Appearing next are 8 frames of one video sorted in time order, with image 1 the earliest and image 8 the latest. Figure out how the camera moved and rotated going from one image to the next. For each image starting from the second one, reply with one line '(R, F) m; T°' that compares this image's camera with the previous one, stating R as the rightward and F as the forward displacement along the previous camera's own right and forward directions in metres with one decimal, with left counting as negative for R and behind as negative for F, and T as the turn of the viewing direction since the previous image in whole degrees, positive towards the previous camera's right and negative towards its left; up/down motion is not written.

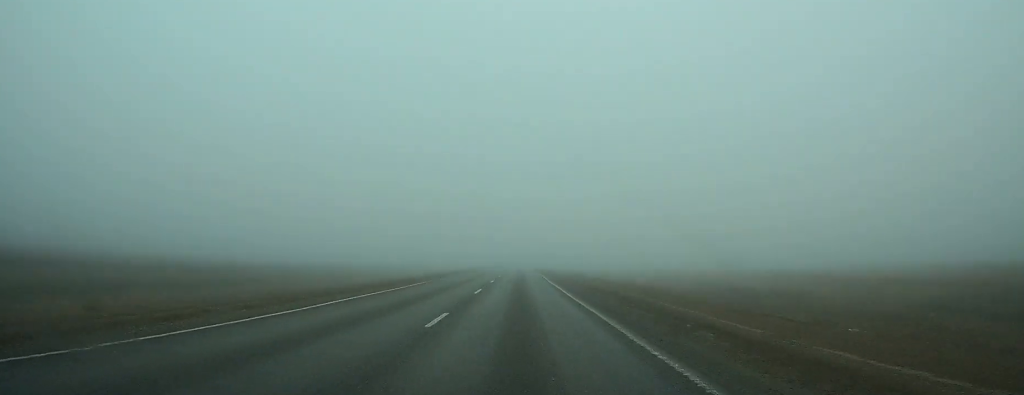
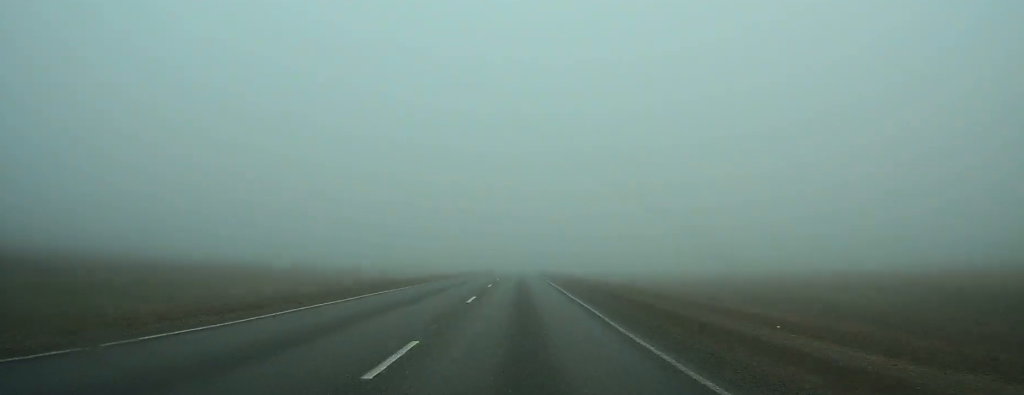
(+0.1, +63.7) m; 0°
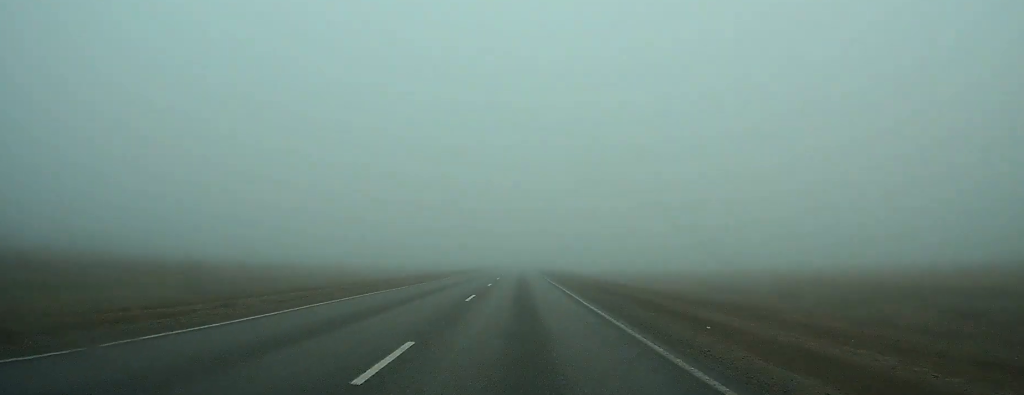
(0.0, +21.6) m; 0°
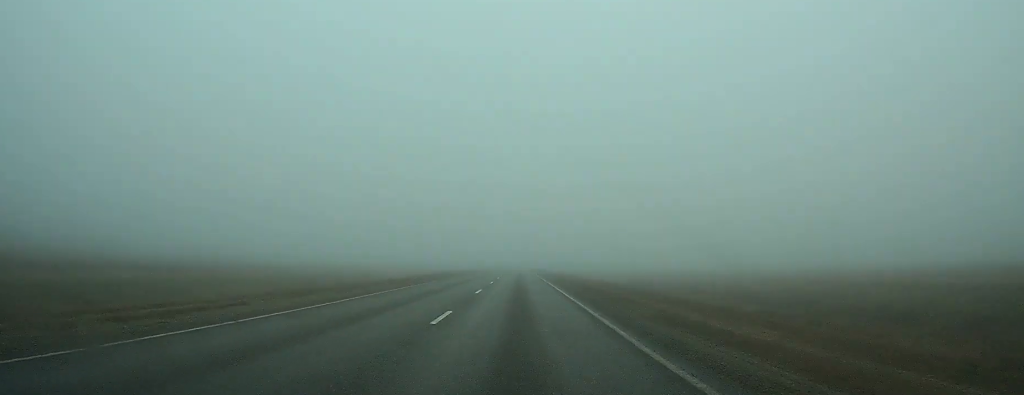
(0.0, +48.2) m; 0°
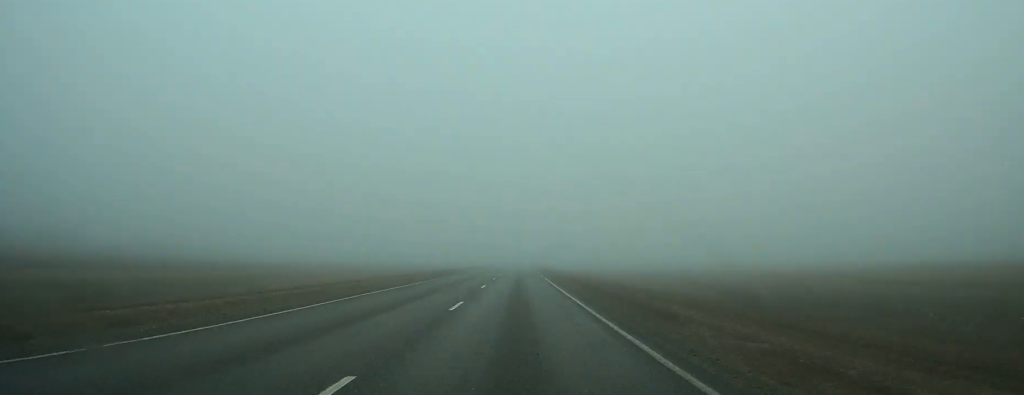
(0.0, +30.8) m; 0°
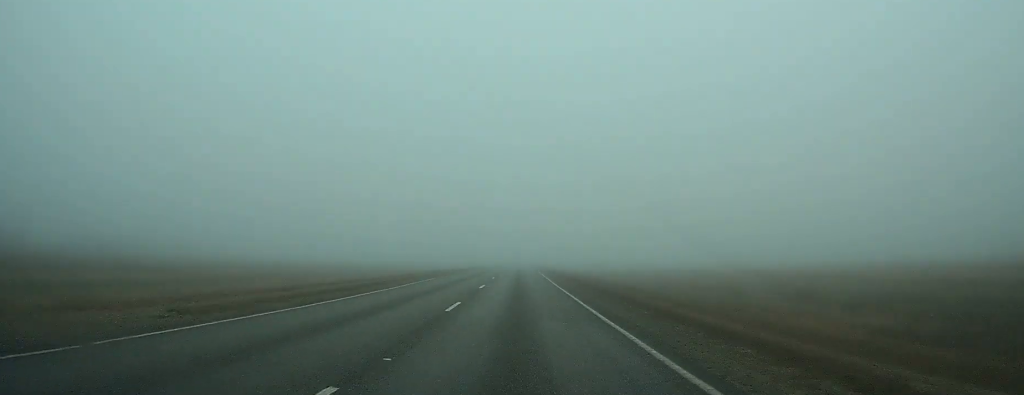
(-0.1, +24.4) m; 0°
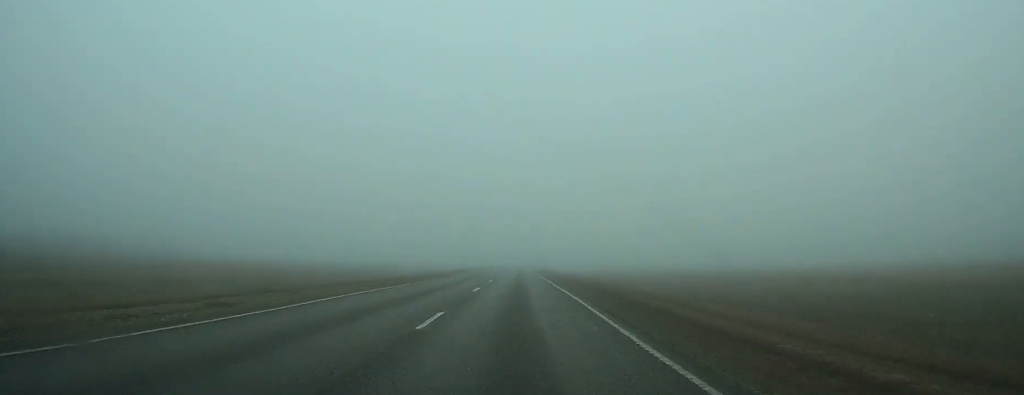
(0.0, +29.0) m; 0°
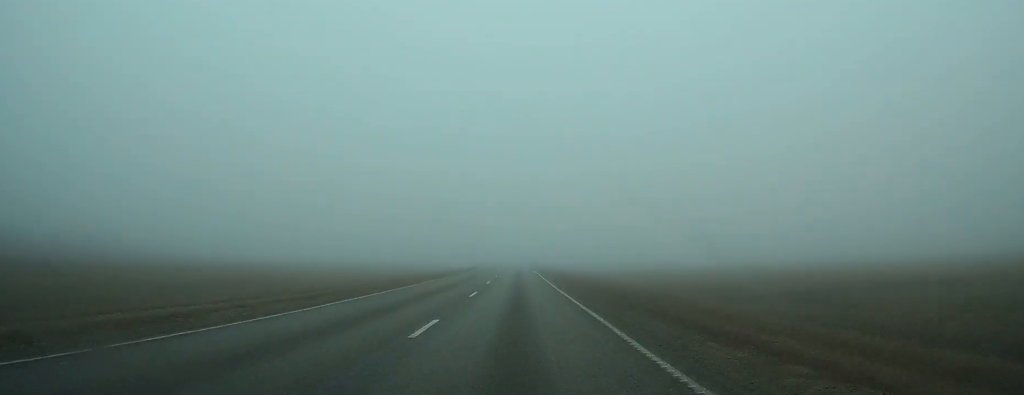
(0.0, +26.6) m; 0°
